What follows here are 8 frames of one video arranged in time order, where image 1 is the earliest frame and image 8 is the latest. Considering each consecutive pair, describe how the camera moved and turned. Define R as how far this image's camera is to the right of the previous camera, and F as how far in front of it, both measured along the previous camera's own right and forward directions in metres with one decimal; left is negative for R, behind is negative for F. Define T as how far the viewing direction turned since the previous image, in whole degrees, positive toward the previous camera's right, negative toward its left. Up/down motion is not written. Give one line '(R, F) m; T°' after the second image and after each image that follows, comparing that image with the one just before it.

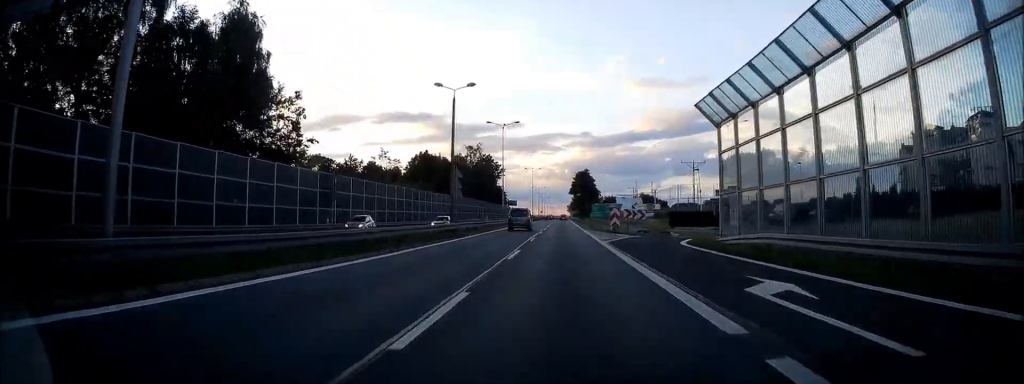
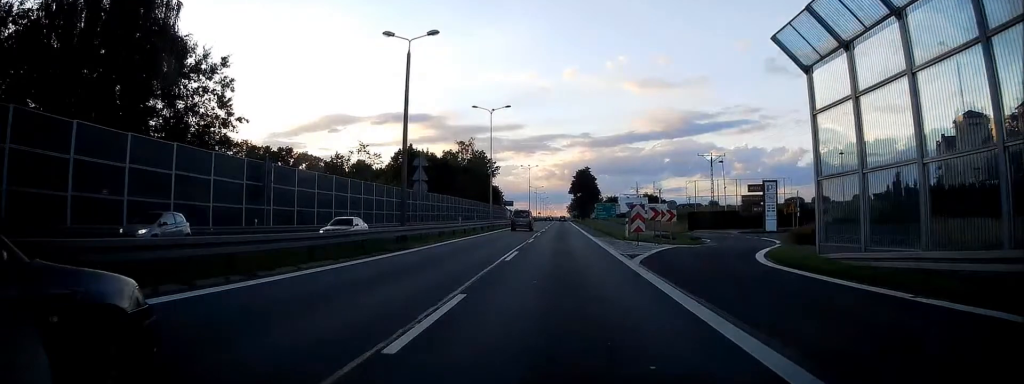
(0.0, +12.2) m; 0°
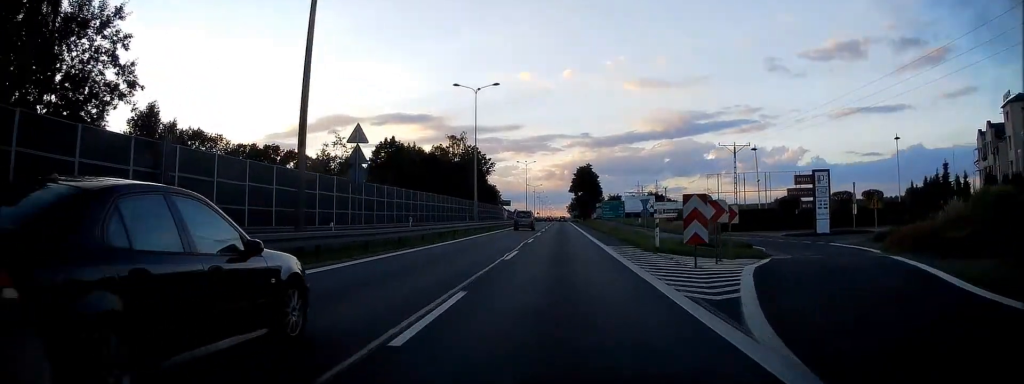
(0.0, +11.6) m; 0°
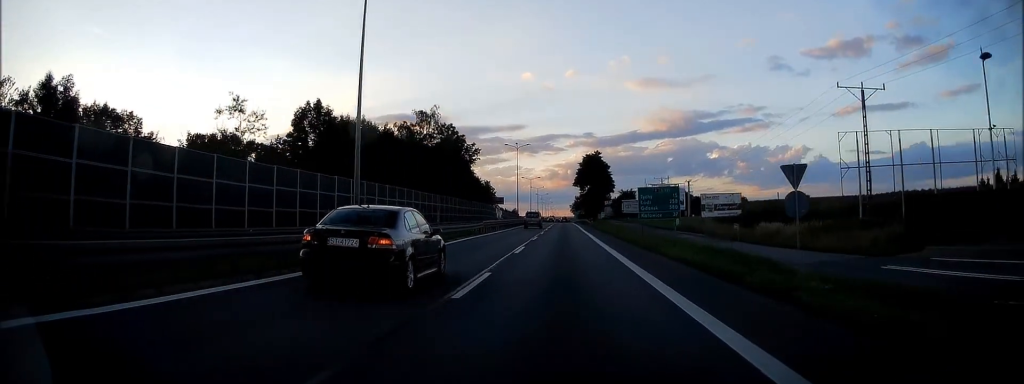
(0.0, +32.4) m; 0°
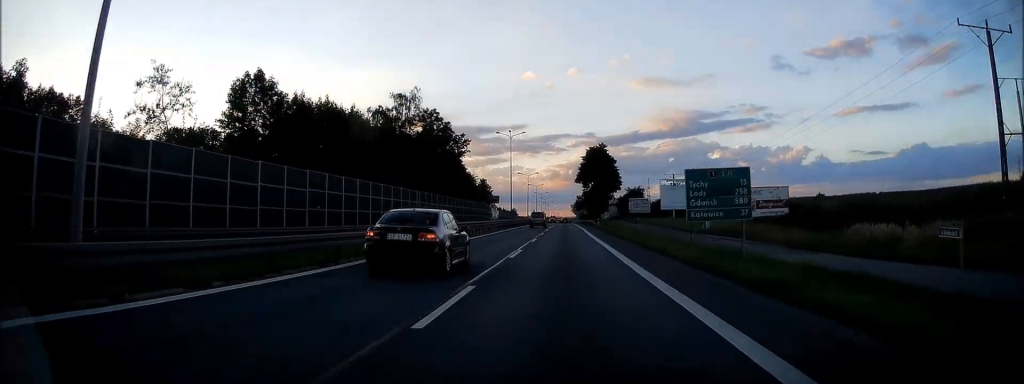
(-0.1, +14.6) m; 0°
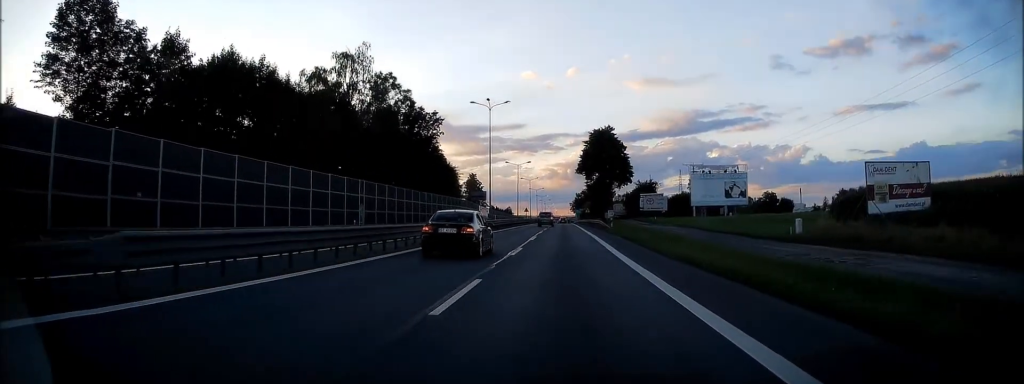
(+0.1, +23.1) m; 0°
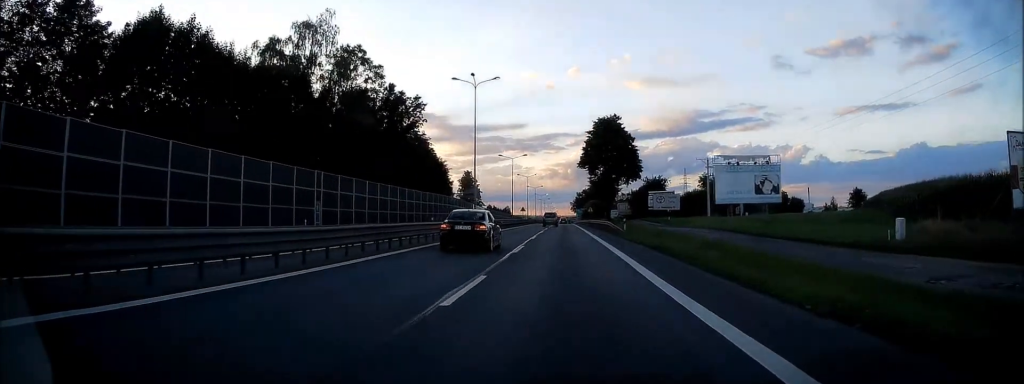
(0.0, +11.3) m; 0°
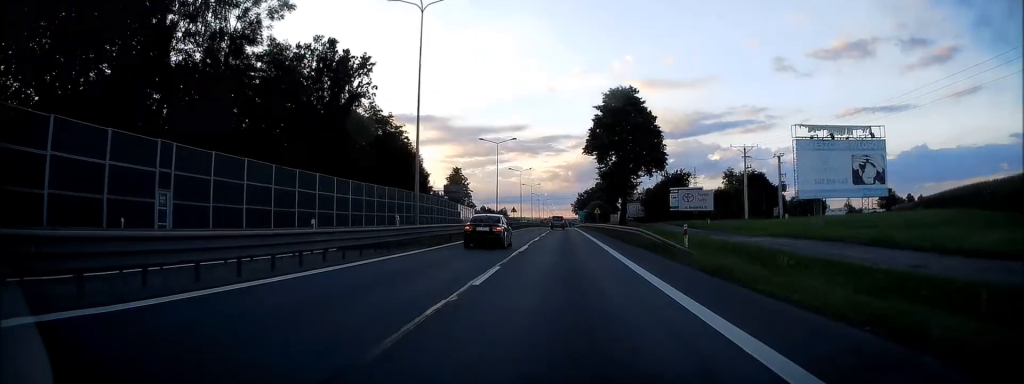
(-0.1, +21.2) m; 0°
